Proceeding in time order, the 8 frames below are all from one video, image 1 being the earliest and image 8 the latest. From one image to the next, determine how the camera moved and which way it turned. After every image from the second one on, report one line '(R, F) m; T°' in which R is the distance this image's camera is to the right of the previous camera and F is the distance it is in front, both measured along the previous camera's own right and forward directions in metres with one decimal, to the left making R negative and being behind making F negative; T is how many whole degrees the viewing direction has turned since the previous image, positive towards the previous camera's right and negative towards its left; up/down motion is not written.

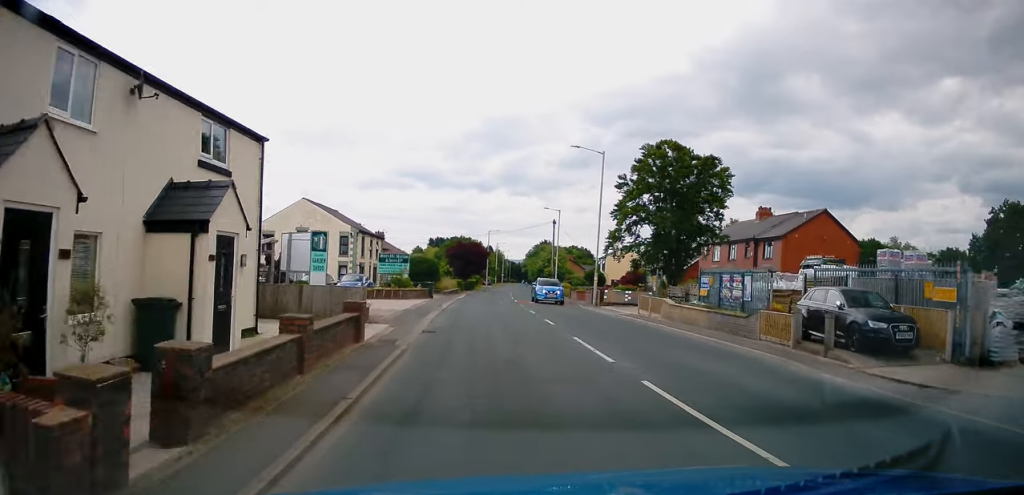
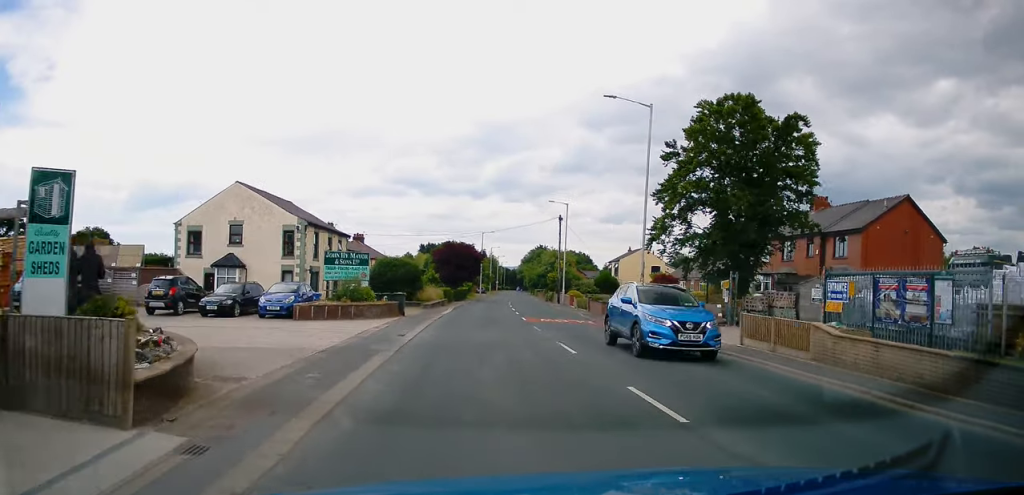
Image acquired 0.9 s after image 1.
(-0.5, +12.2) m; 0°
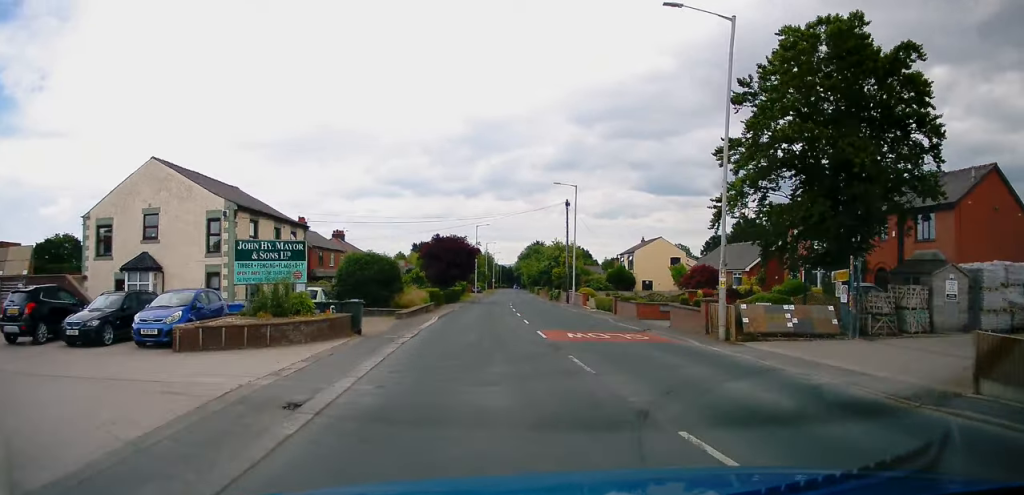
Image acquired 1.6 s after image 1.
(+0.4, +9.1) m; +2°
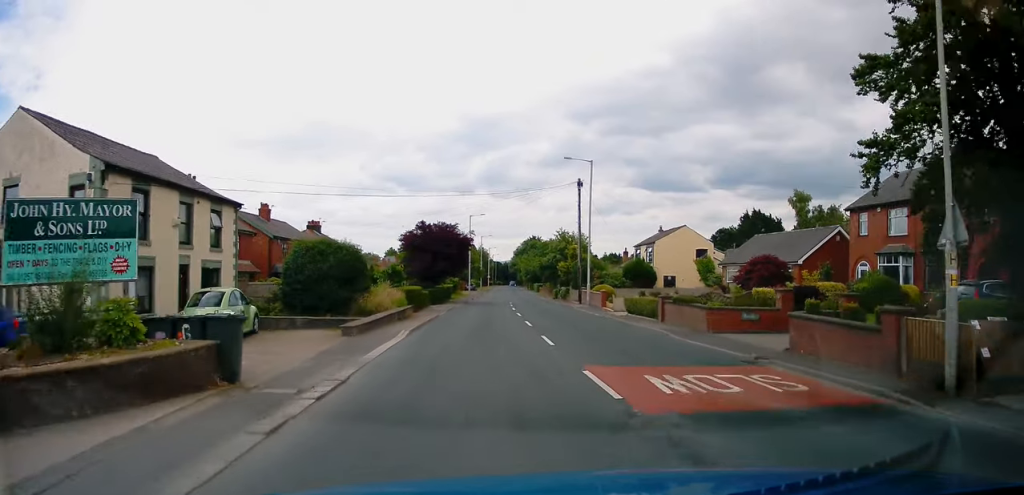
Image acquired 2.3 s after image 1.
(+0.1, +9.3) m; +1°
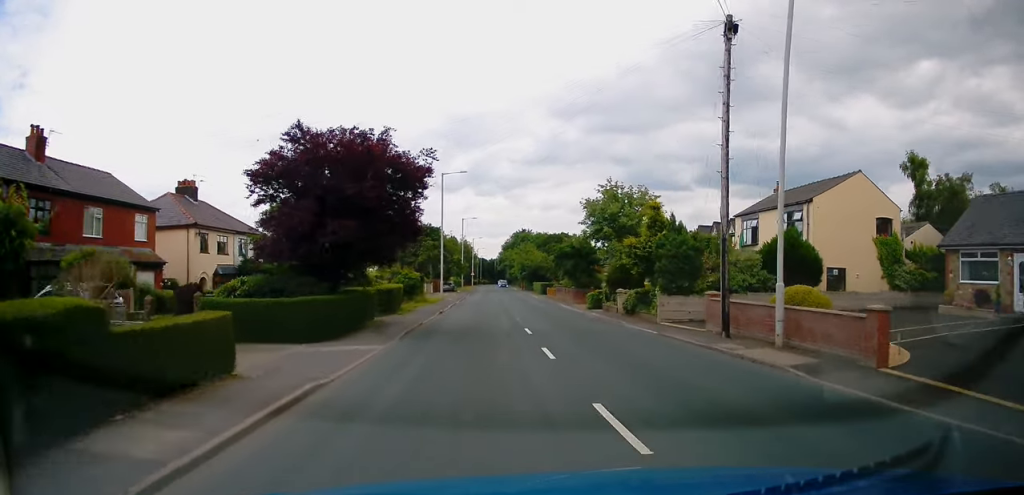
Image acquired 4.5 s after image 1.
(+0.6, +28.9) m; +2°
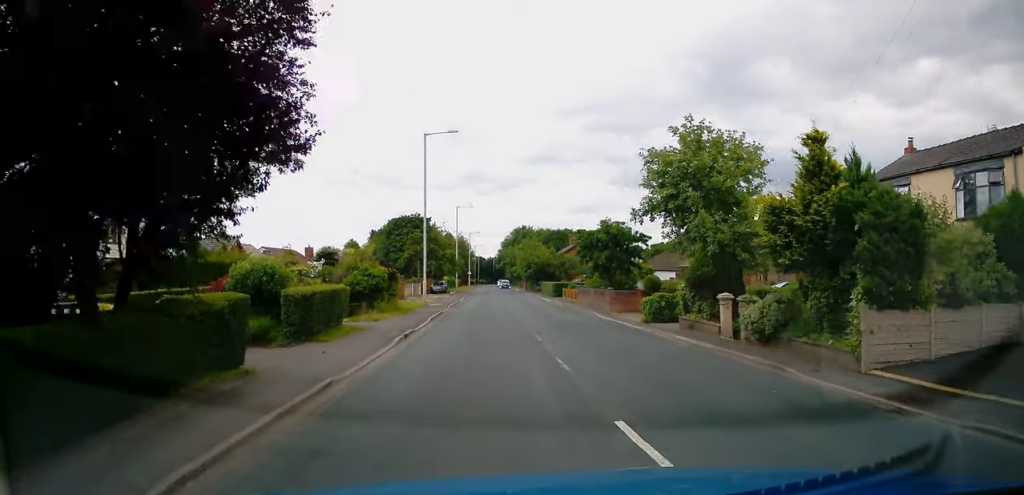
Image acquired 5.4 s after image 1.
(-0.1, +12.7) m; -1°
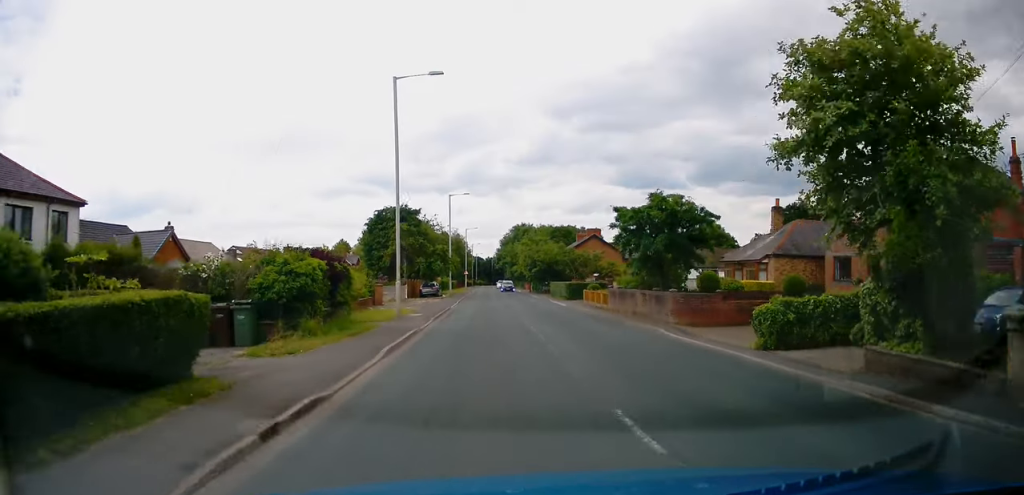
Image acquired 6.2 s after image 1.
(-0.2, +10.4) m; 0°
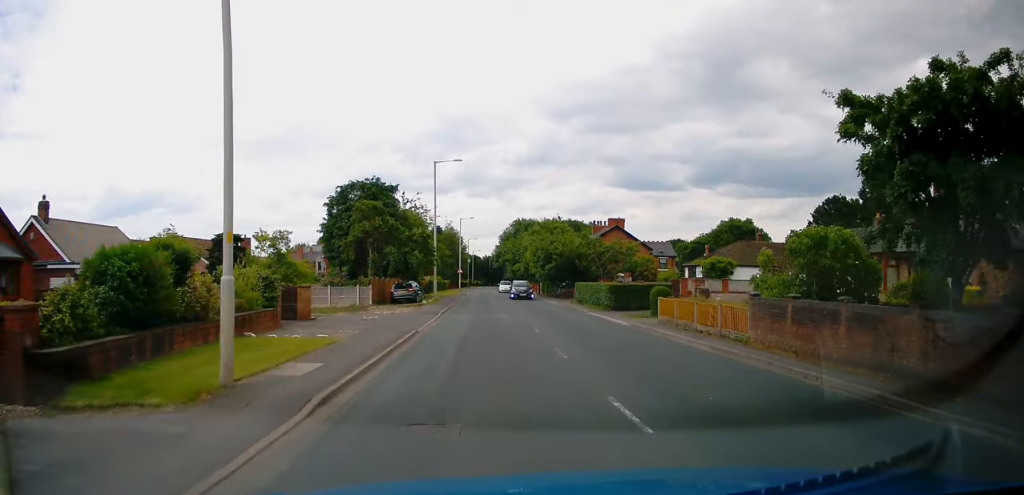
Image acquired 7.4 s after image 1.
(+0.4, +16.5) m; +2°
